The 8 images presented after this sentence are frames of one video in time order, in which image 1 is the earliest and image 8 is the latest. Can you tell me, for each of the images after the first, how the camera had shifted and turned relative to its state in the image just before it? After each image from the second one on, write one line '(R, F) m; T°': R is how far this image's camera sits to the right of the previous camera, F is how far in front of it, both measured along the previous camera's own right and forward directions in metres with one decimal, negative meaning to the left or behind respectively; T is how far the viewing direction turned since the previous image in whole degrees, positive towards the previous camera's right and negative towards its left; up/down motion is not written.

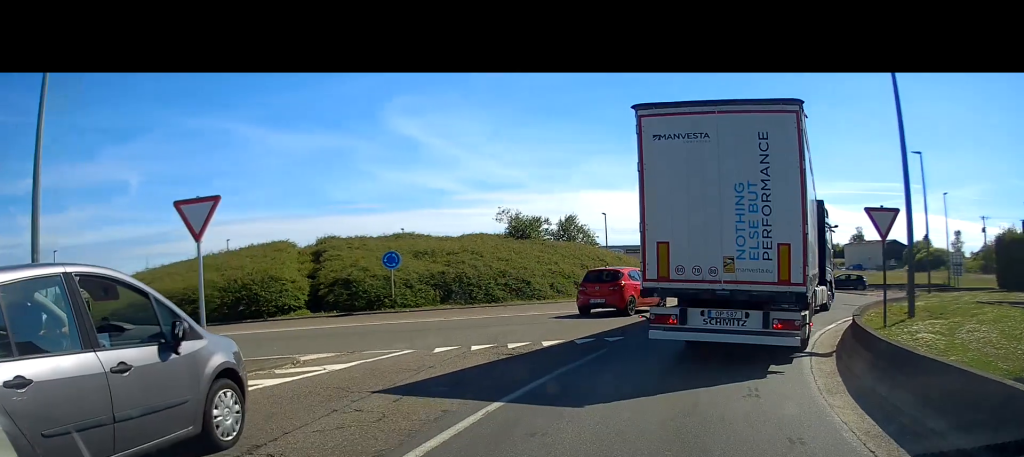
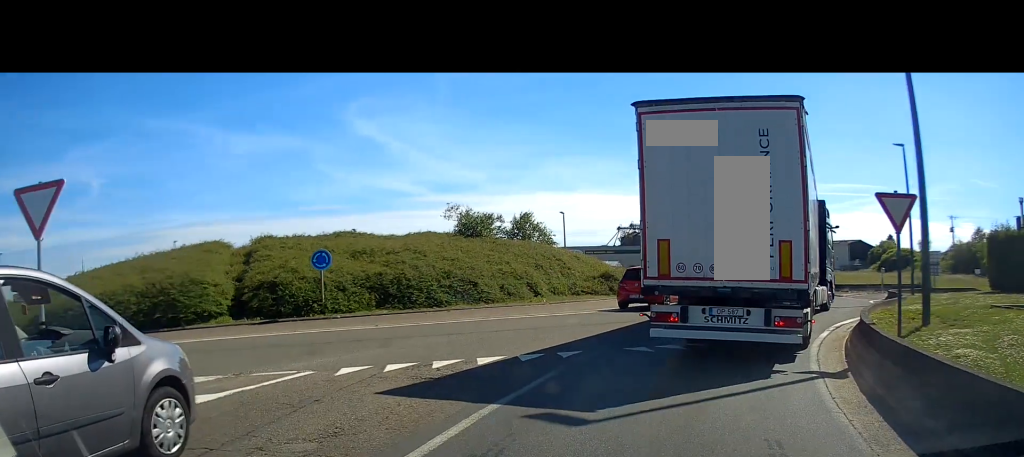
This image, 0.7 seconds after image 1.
(+0.1, +1.8) m; +3°
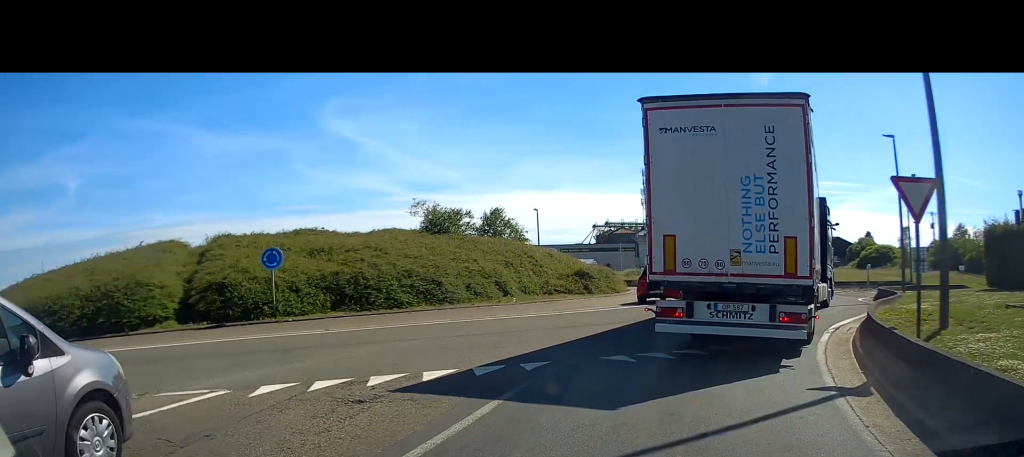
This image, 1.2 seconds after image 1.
(0.0, +1.2) m; 0°
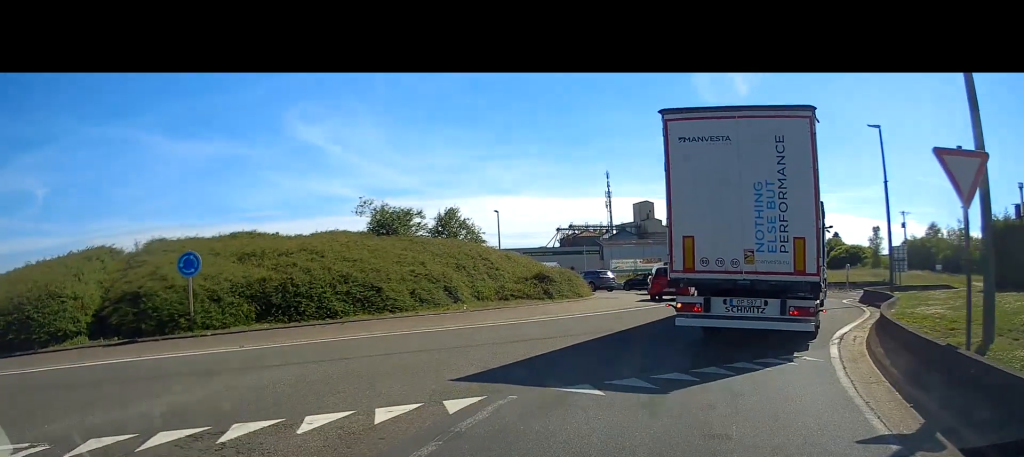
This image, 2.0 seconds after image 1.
(0.0, +2.4) m; 0°
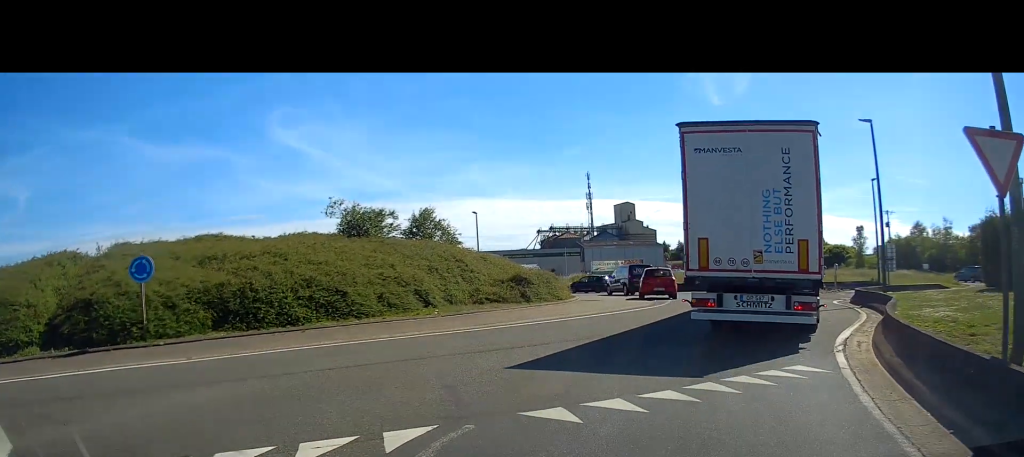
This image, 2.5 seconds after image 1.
(0.0, +1.6) m; 0°
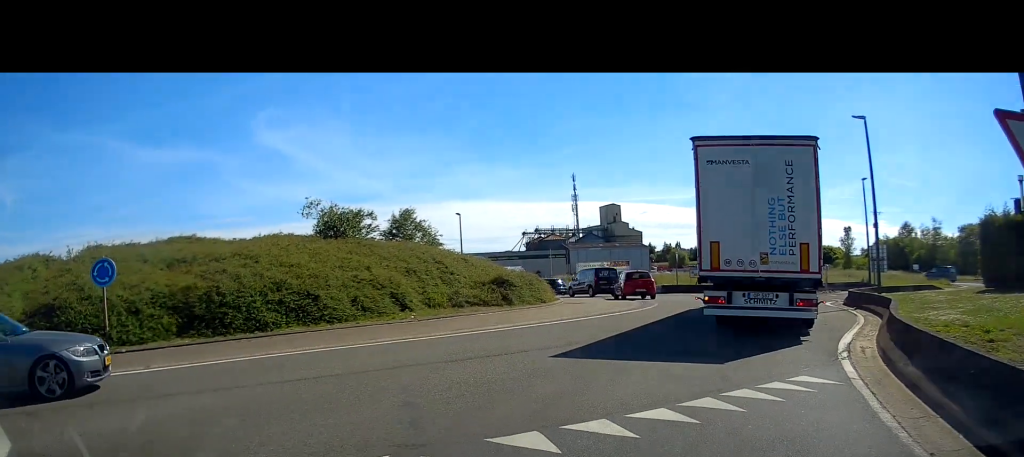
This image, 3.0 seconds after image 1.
(0.0, +1.5) m; 0°
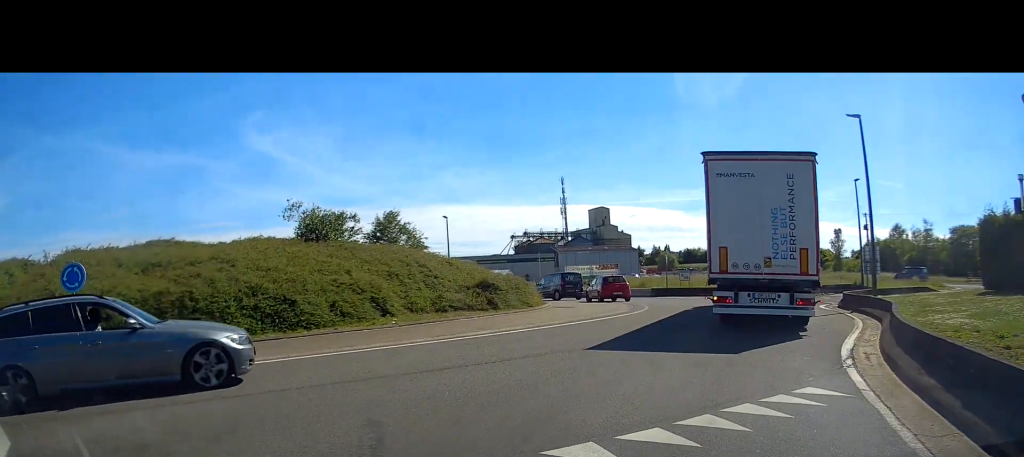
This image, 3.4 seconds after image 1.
(0.0, +1.5) m; 0°
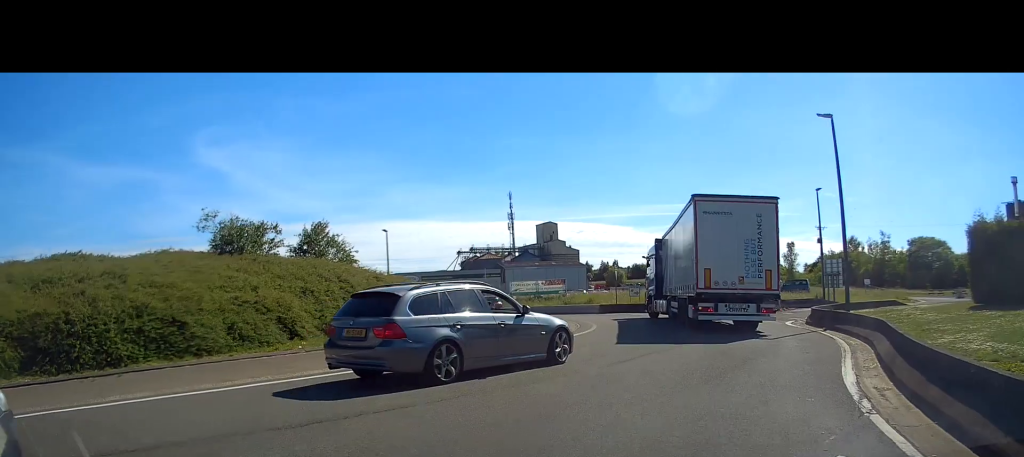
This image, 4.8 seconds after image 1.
(0.0, +5.0) m; 0°
